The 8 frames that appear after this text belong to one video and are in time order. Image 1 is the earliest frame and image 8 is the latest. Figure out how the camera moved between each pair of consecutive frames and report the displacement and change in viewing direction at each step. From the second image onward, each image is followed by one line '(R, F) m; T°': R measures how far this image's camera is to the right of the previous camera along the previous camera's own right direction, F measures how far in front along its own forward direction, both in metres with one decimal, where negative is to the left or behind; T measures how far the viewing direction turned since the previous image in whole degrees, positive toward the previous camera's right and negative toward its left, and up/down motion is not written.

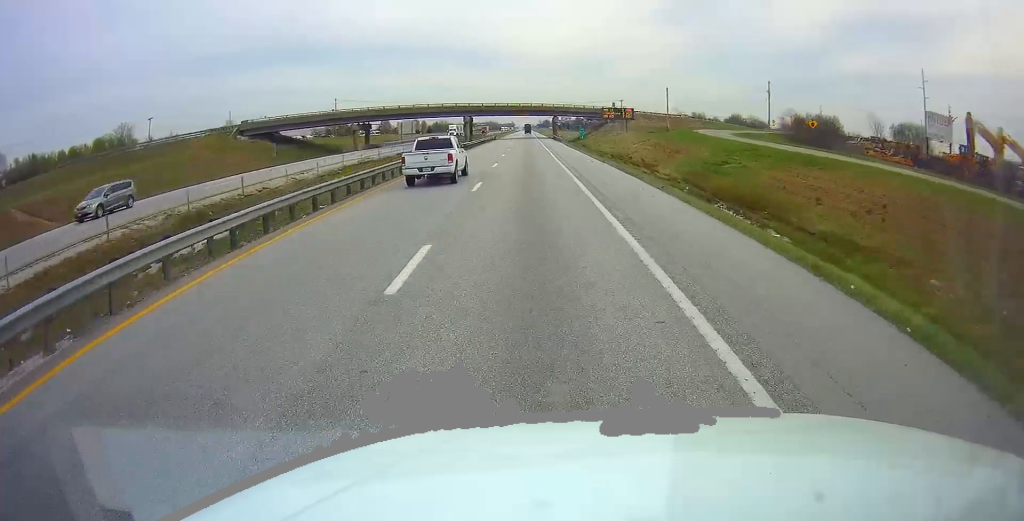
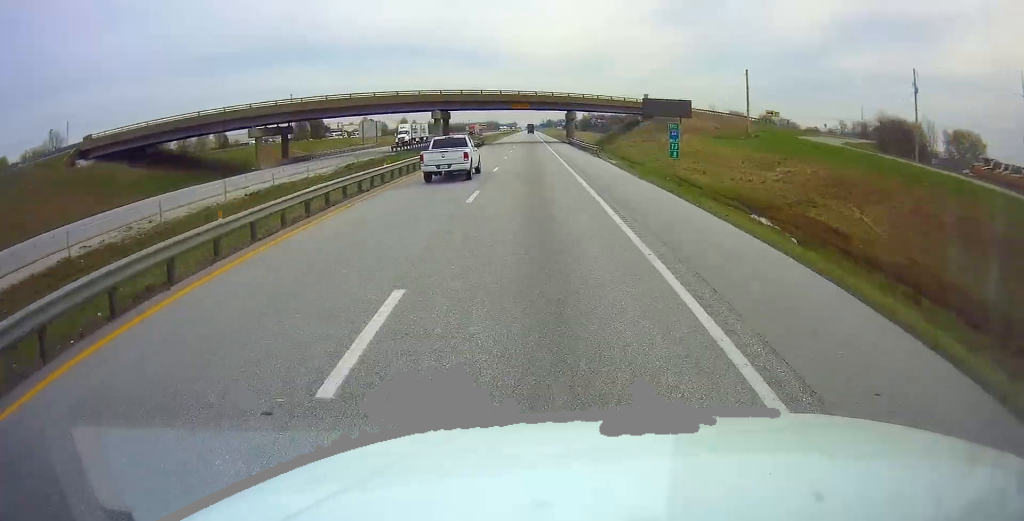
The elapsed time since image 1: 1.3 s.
(+0.3, +38.3) m; 0°
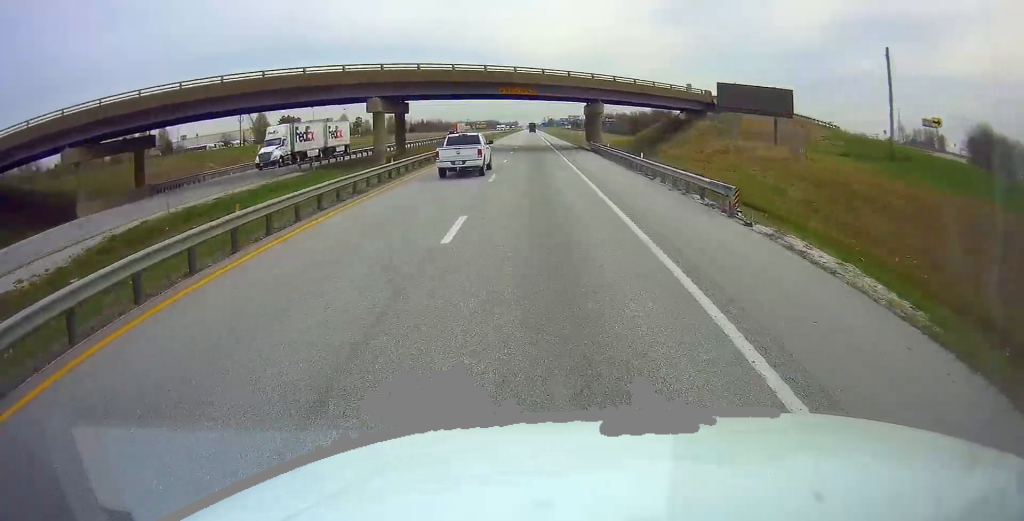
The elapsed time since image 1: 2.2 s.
(-0.4, +29.6) m; -1°
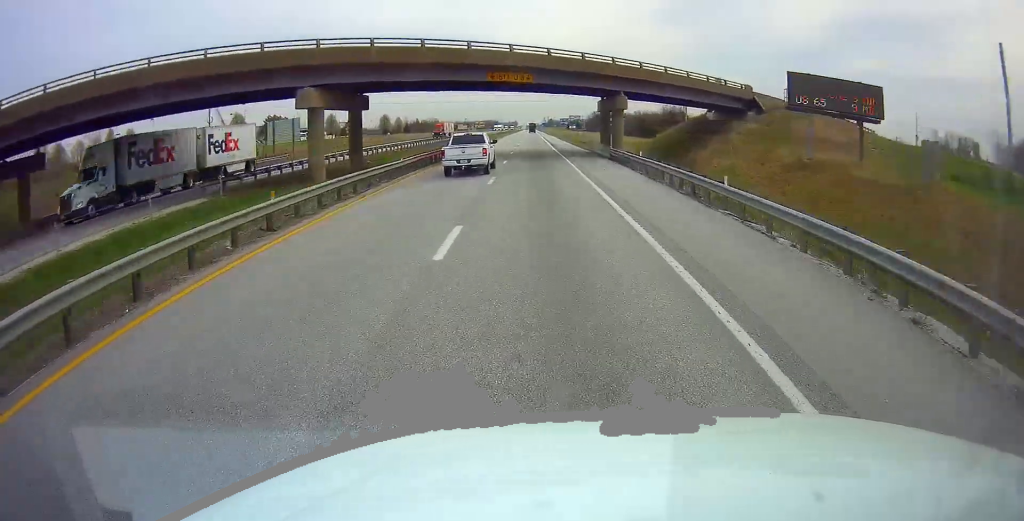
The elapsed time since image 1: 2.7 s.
(0.0, +13.4) m; 0°
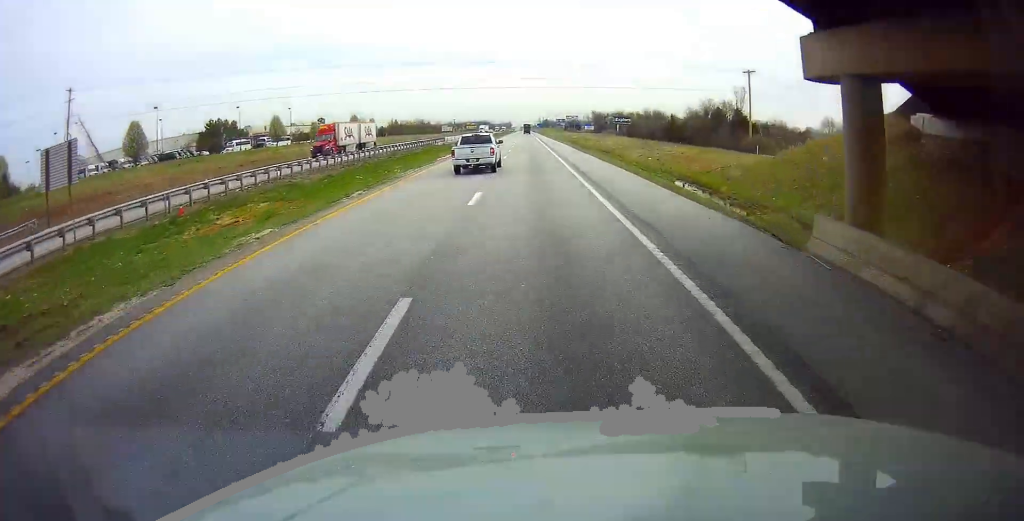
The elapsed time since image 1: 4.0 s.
(+0.1, +41.4) m; 0°
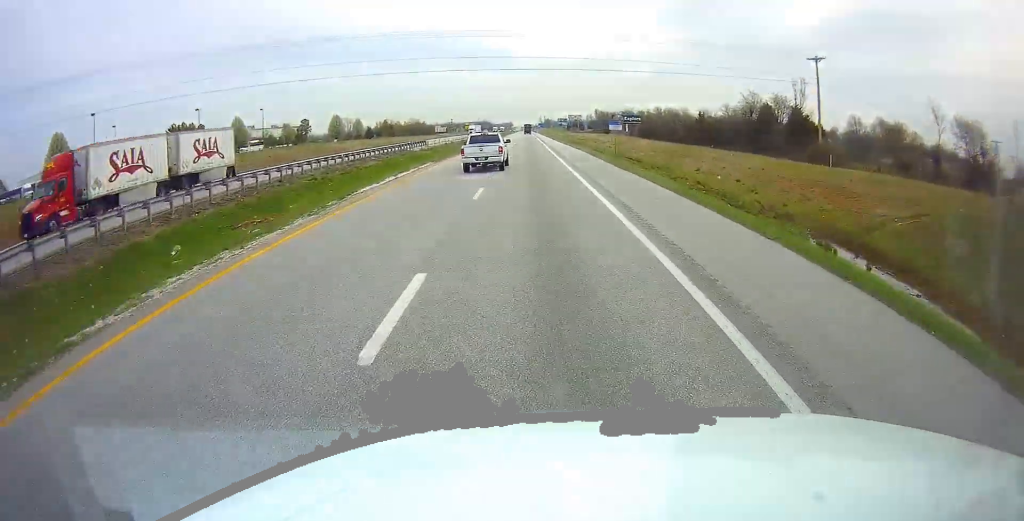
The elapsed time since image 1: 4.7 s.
(-0.1, +23.1) m; 0°
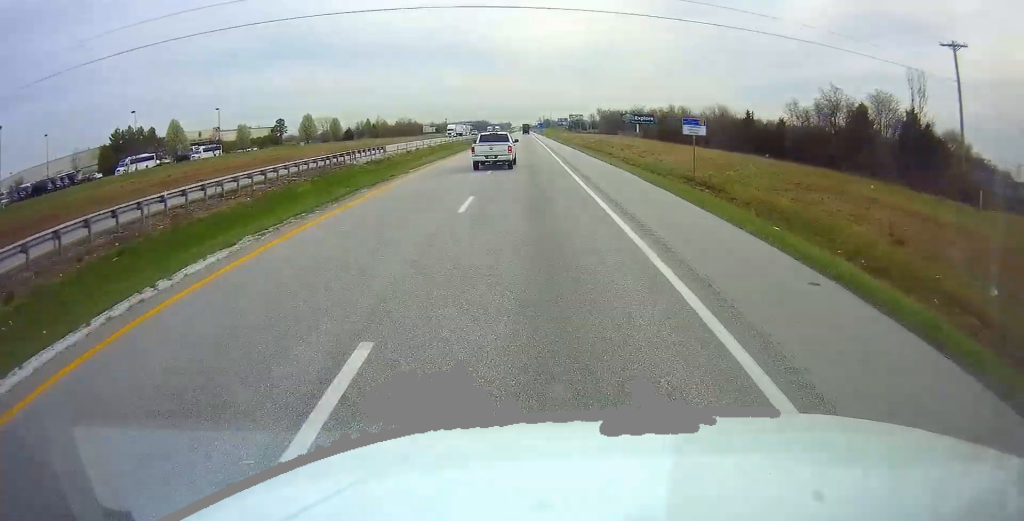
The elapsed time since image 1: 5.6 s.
(0.0, +27.6) m; 0°
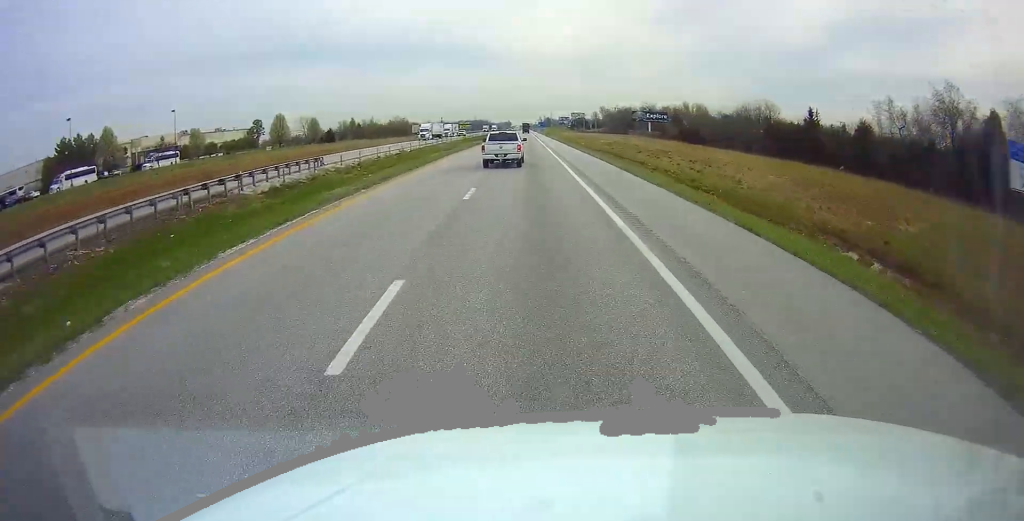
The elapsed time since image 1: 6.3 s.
(+0.1, +22.6) m; +1°
